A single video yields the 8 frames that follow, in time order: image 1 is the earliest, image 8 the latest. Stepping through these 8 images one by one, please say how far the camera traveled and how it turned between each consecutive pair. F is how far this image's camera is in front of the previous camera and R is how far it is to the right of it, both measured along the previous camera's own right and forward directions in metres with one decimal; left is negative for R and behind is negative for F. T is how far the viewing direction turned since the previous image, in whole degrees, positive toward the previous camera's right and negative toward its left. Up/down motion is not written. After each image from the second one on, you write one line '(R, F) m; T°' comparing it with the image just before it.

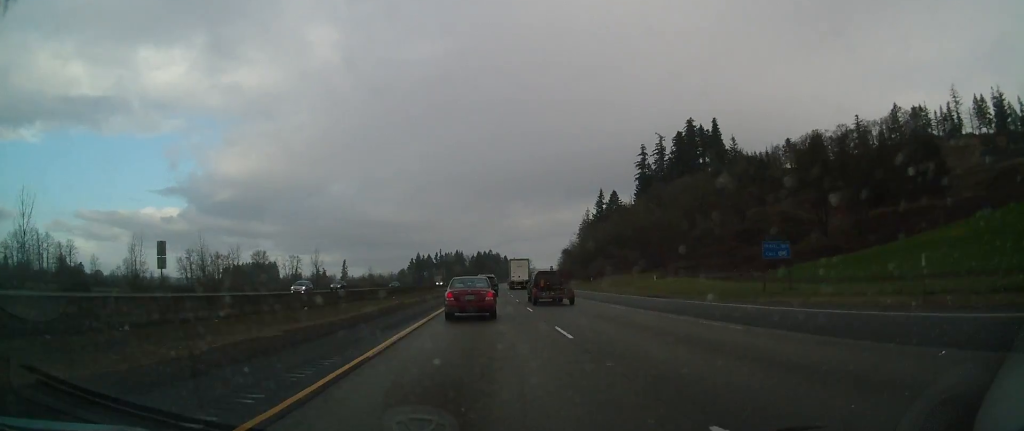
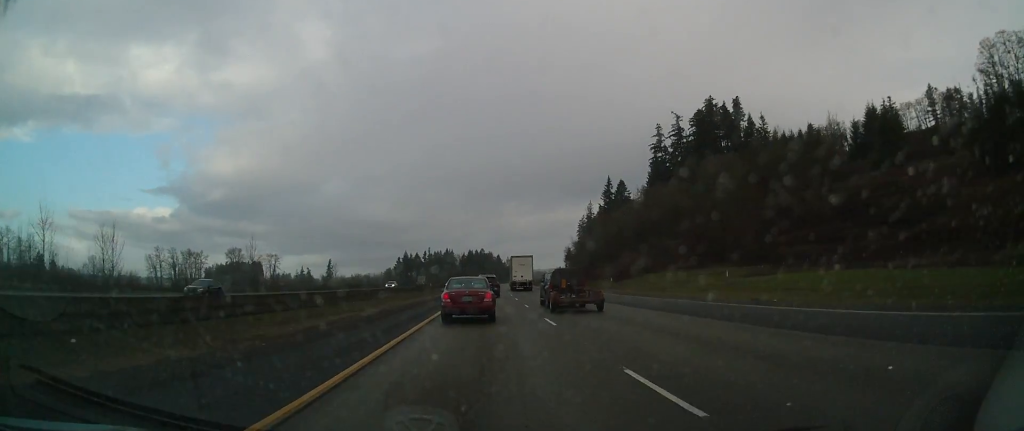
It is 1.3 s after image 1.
(+0.6, +44.9) m; +1°
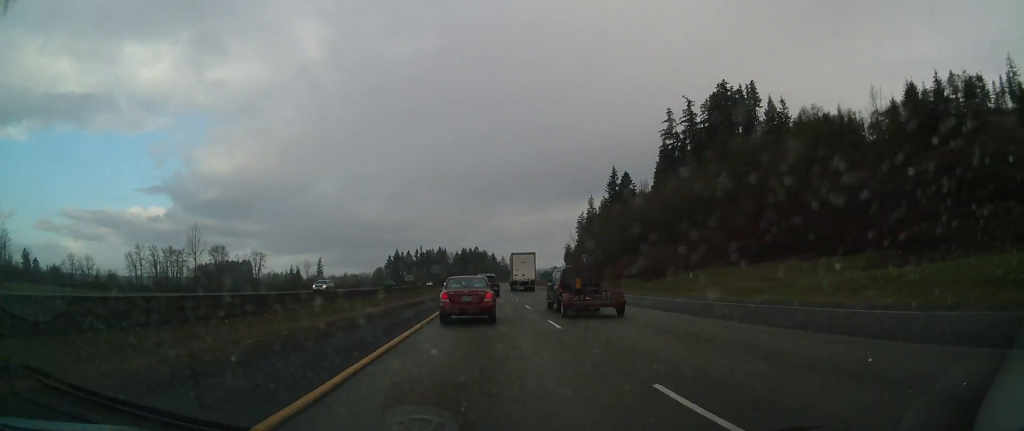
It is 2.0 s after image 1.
(-0.1, +25.9) m; 0°
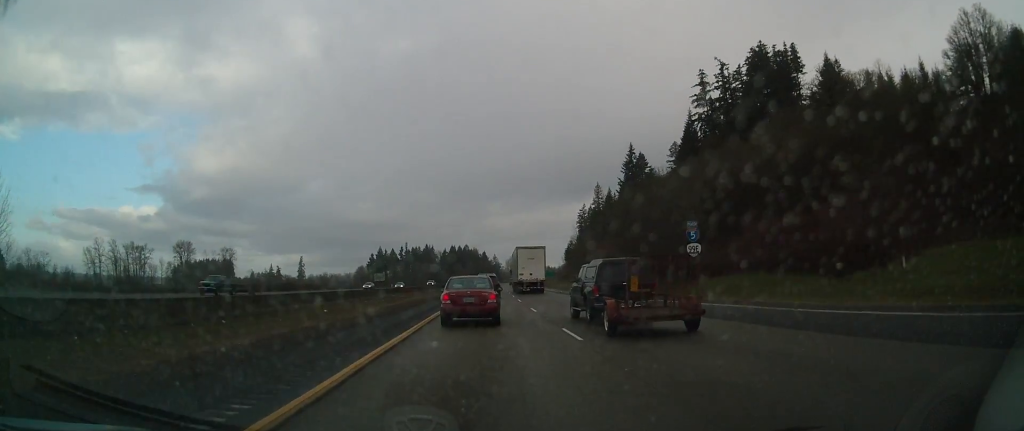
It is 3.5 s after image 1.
(+0.5, +51.8) m; +1°
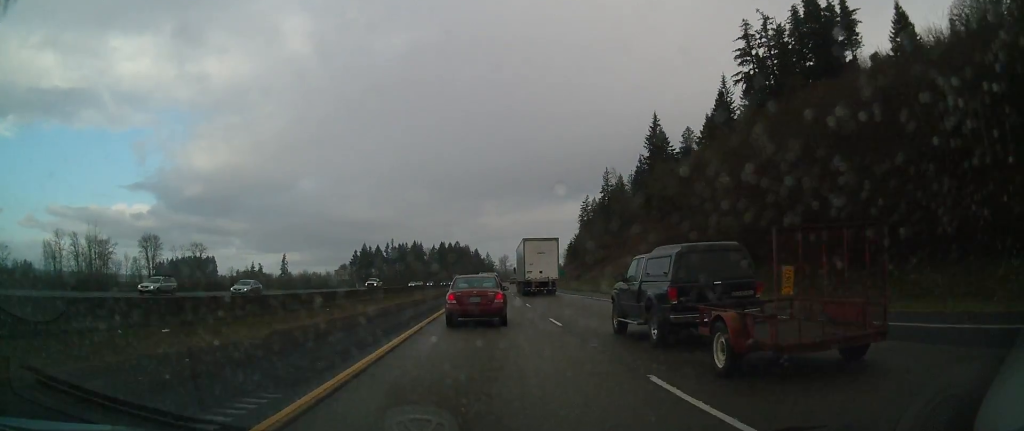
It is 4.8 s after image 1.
(+0.3, +45.5) m; +1°
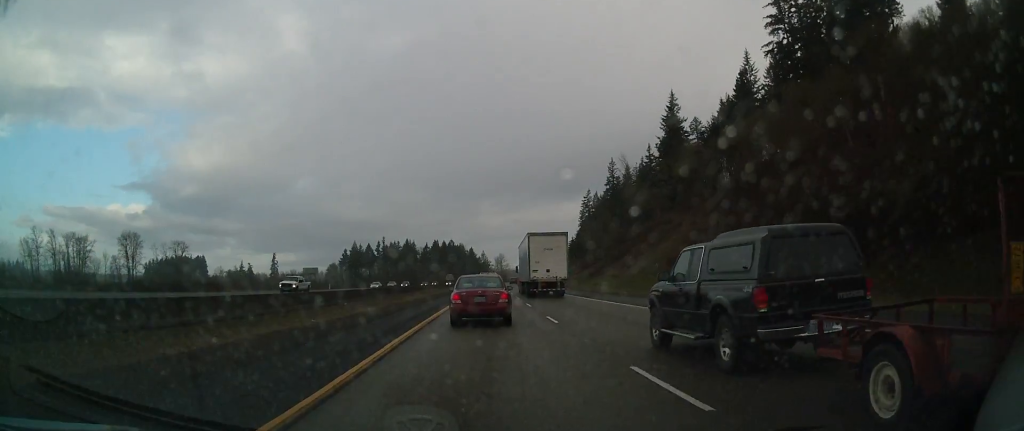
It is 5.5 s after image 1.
(+0.1, +24.2) m; 0°
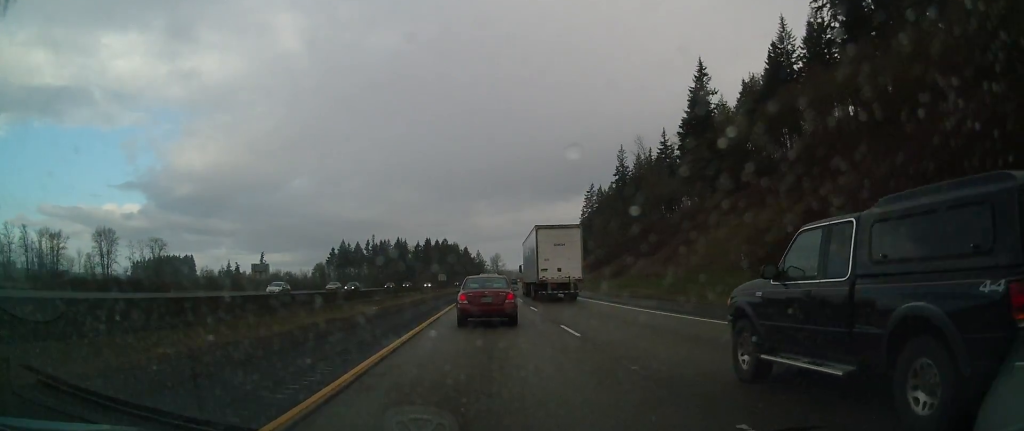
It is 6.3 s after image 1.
(0.0, +28.6) m; 0°
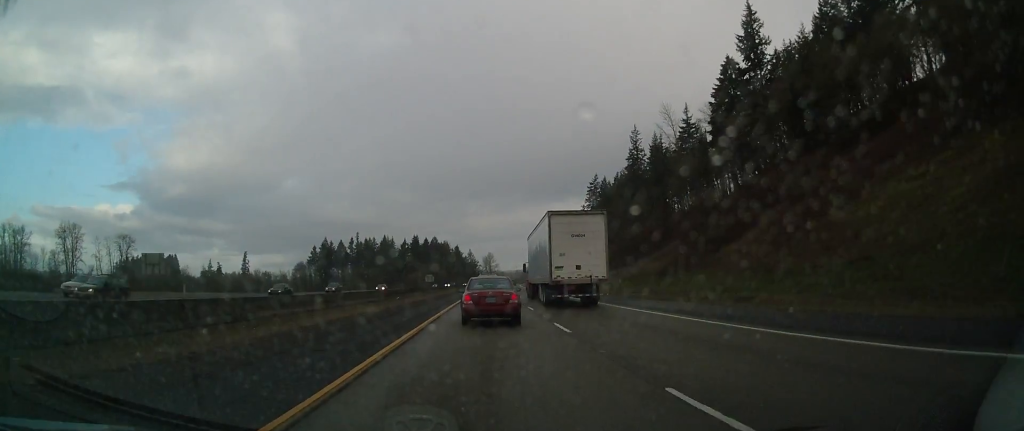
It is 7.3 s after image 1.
(0.0, +34.9) m; +1°
